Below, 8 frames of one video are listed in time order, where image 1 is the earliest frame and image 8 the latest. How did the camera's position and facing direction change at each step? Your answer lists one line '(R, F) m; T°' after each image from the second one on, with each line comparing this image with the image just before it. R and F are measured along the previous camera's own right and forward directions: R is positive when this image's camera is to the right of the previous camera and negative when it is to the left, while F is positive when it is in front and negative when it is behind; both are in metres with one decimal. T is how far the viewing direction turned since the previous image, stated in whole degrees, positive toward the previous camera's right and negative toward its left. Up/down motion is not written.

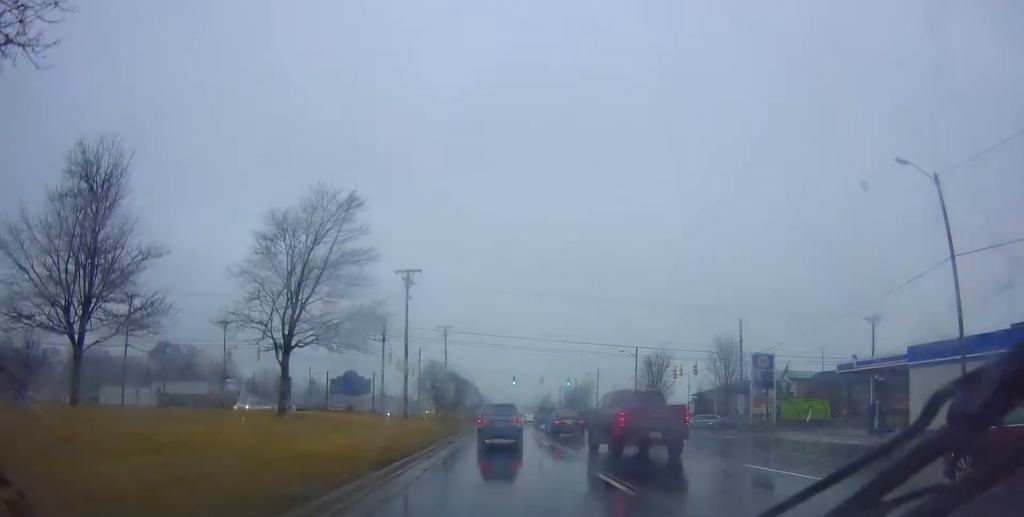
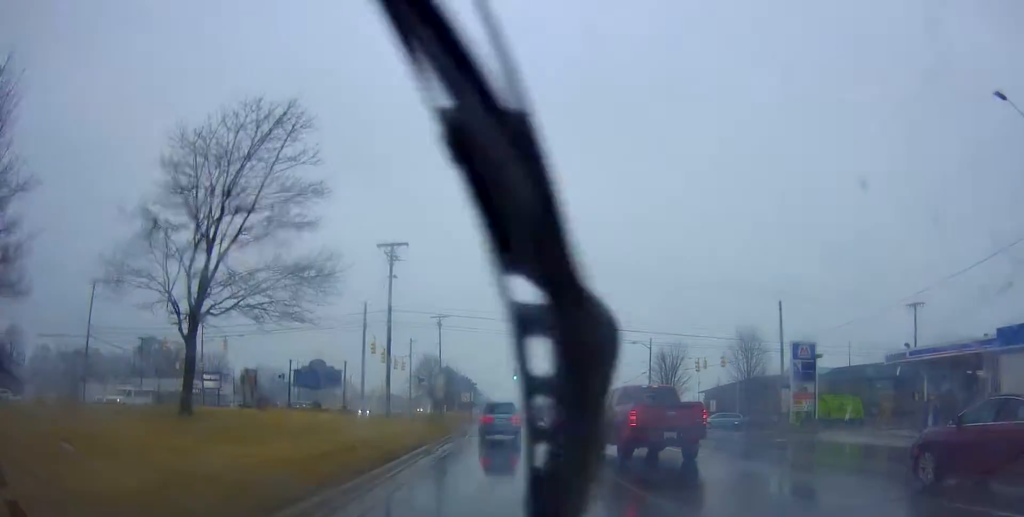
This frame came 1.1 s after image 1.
(+0.1, +7.3) m; -2°
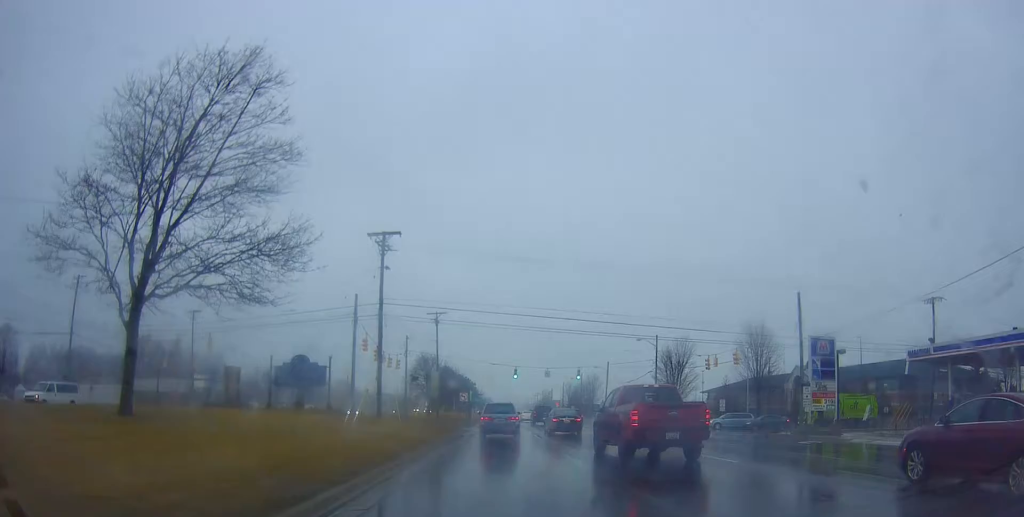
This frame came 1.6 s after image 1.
(-0.1, +2.8) m; -2°
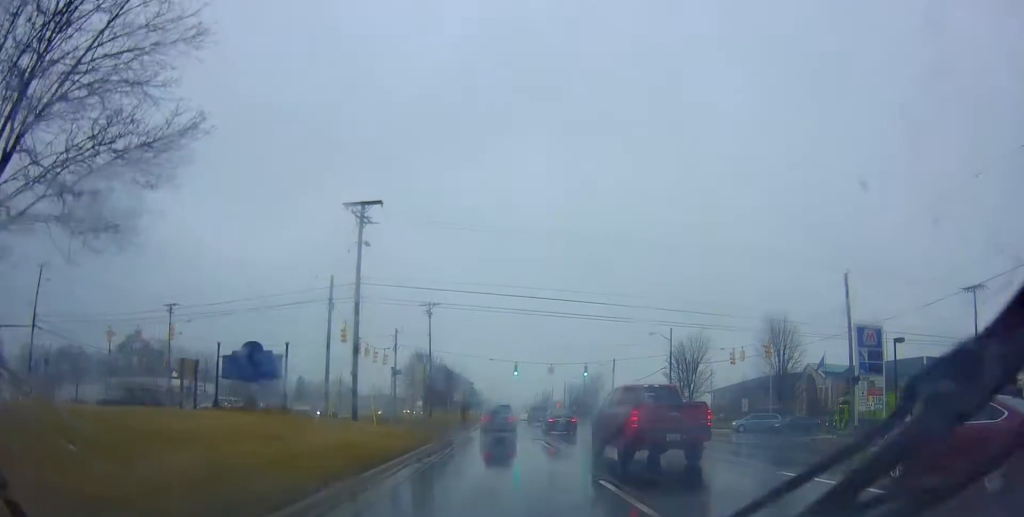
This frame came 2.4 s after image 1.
(0.0, +6.1) m; +1°
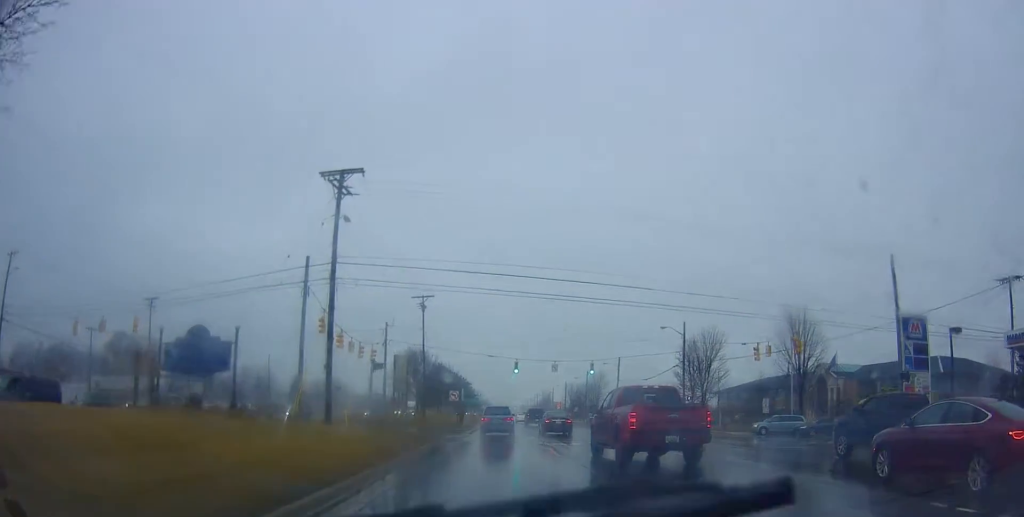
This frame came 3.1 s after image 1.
(0.0, +4.9) m; +1°
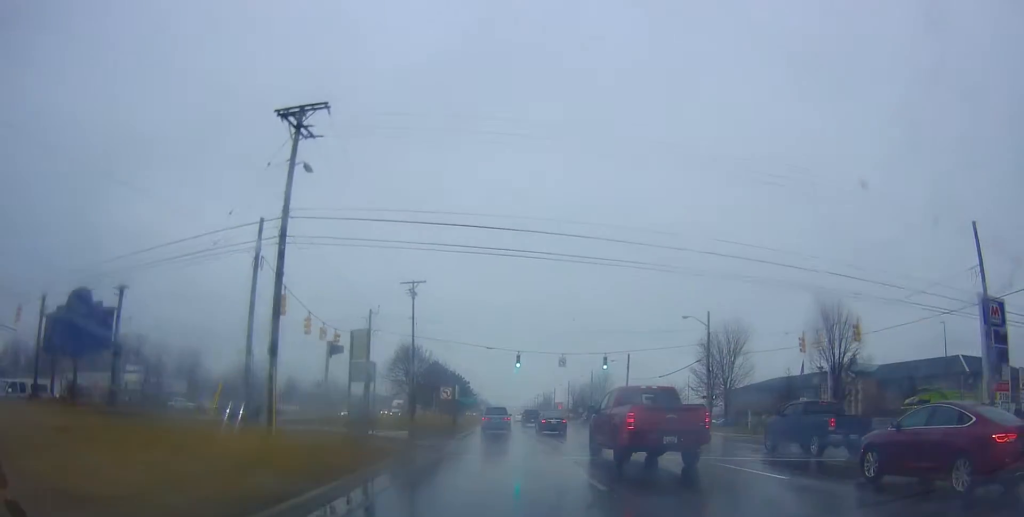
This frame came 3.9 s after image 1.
(+0.1, +7.0) m; 0°
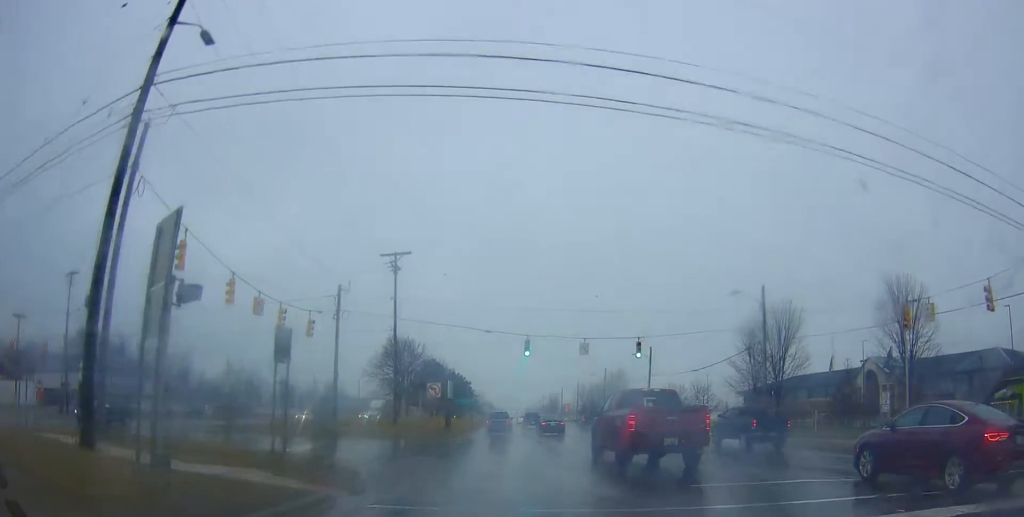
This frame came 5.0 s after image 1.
(-0.2, +10.6) m; -4°
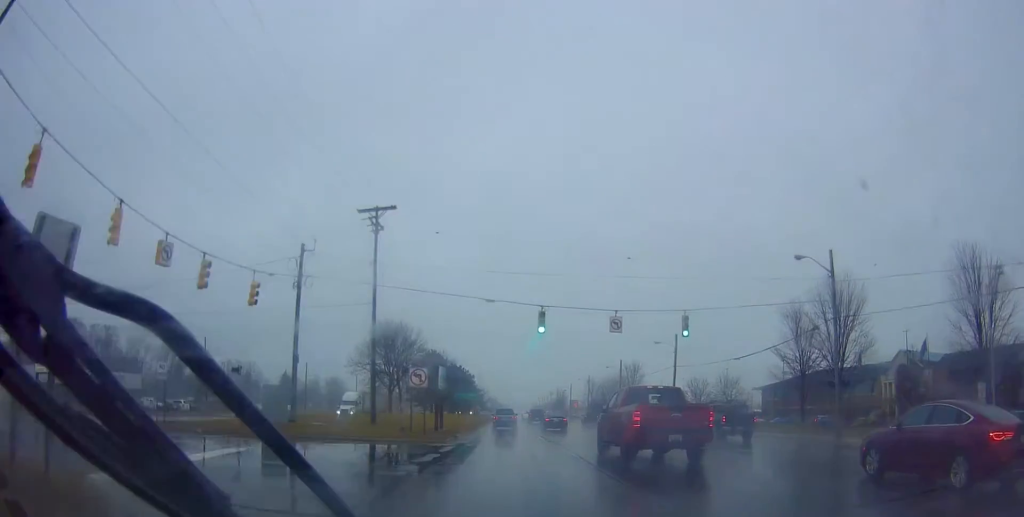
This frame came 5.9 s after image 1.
(-0.3, +8.7) m; -3°
